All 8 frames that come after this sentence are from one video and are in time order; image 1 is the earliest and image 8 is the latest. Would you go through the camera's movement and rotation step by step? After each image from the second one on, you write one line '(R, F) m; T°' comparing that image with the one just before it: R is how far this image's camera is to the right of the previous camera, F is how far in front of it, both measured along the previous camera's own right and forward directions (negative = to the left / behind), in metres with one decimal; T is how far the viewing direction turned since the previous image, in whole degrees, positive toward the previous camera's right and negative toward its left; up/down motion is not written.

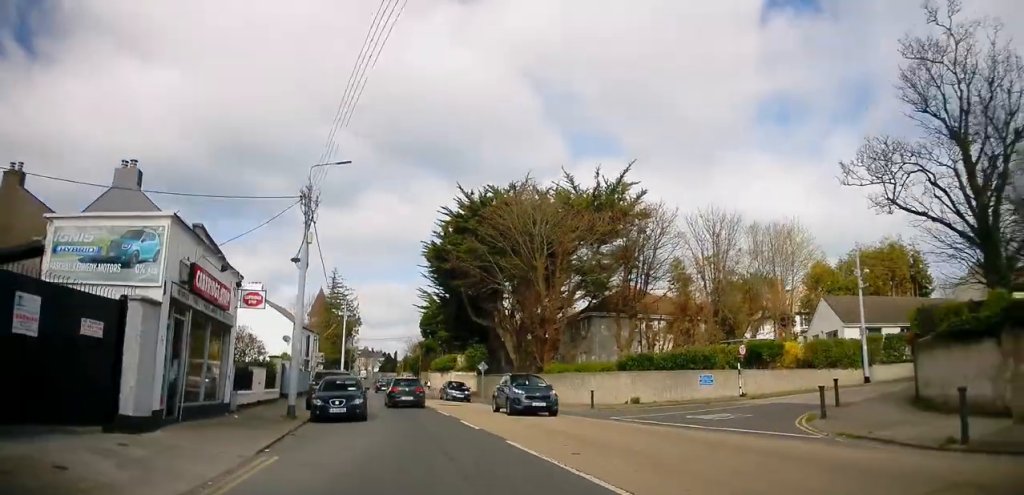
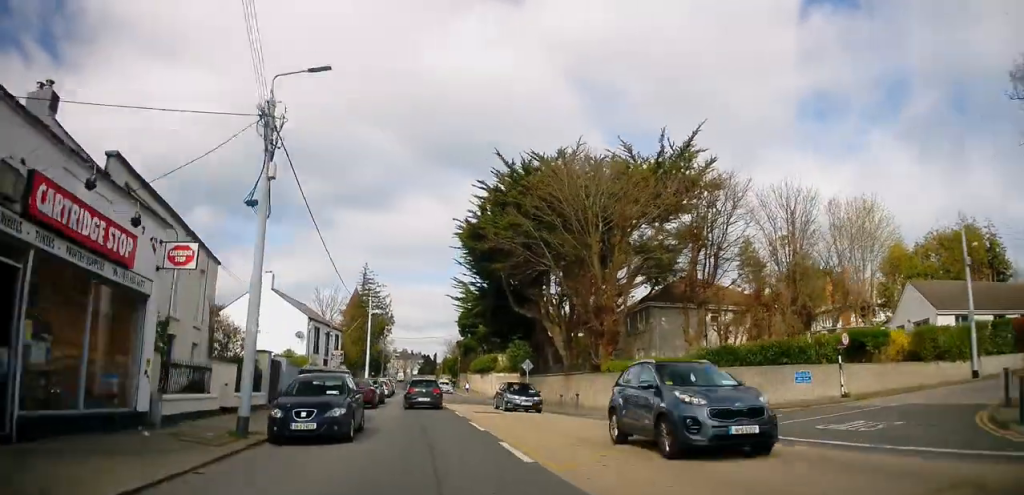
(-0.2, +6.7) m; -5°
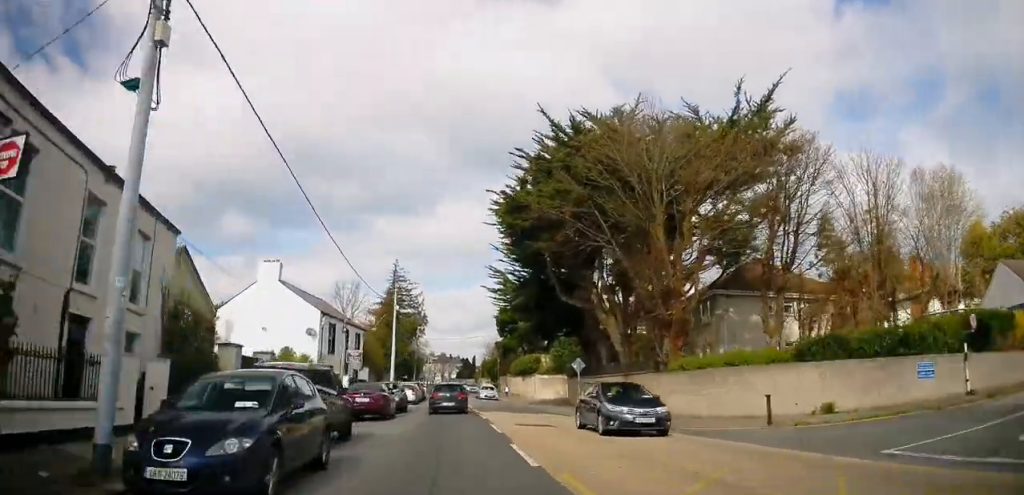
(-0.5, +6.3) m; -3°
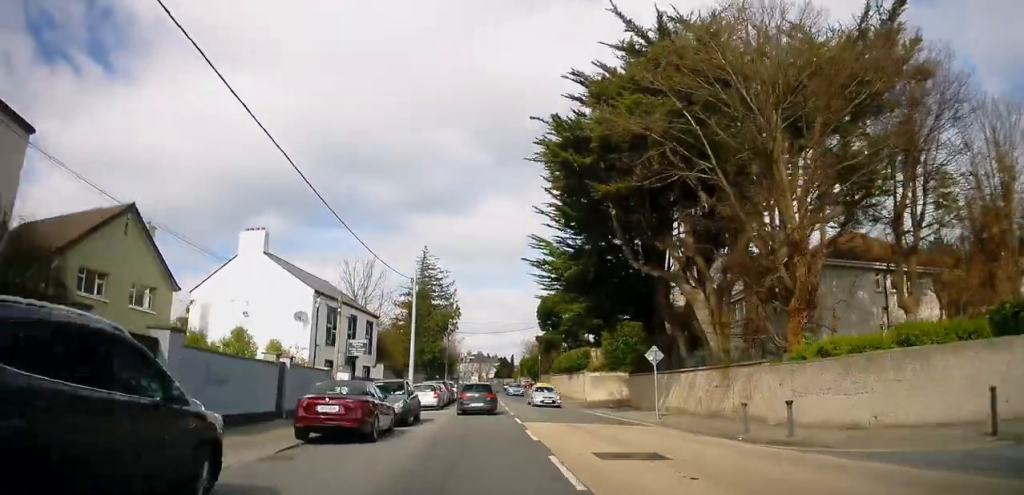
(-0.2, +9.0) m; -3°
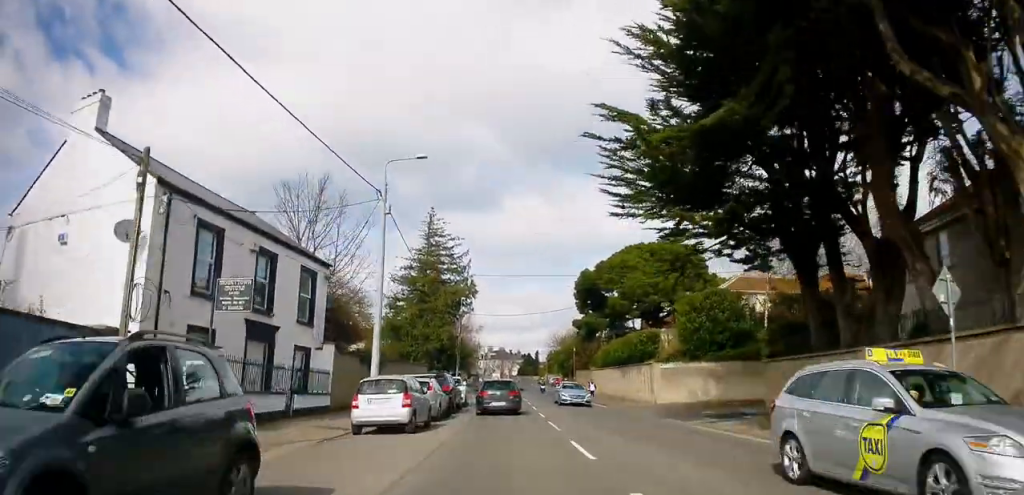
(-0.7, +16.6) m; -5°
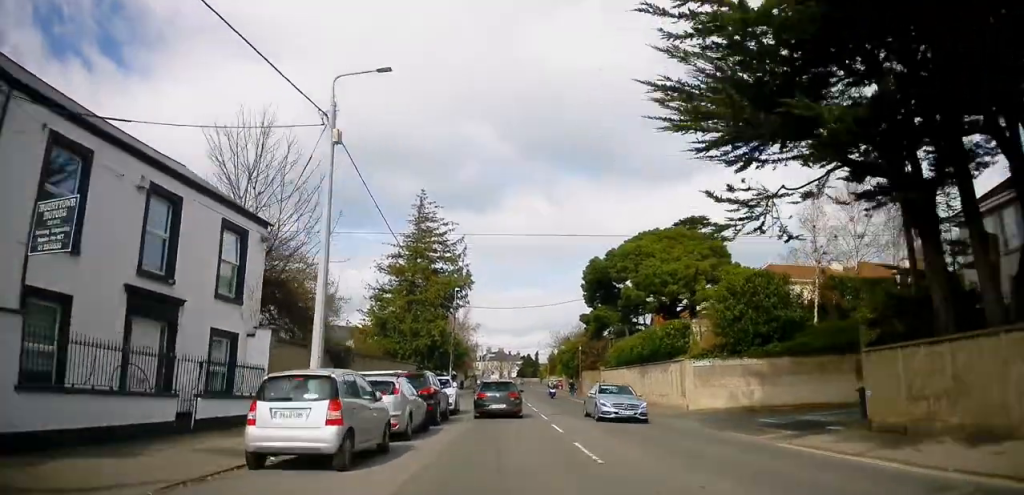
(-0.2, +6.3) m; 0°
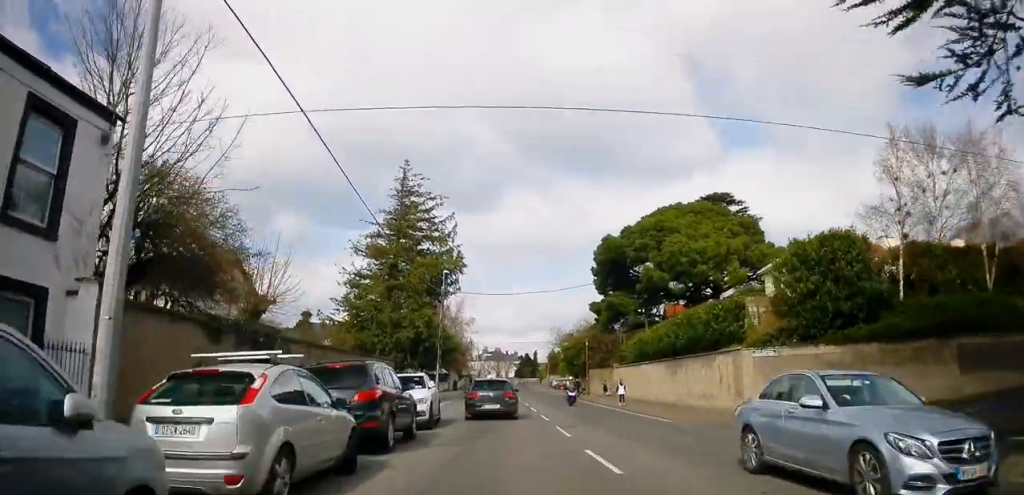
(0.0, +8.1) m; 0°
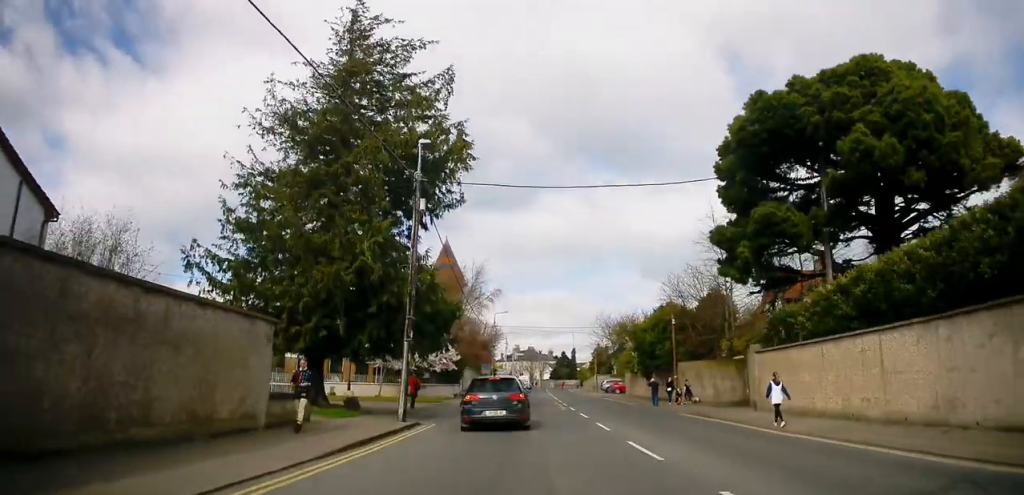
(0.0, +24.2) m; -2°
